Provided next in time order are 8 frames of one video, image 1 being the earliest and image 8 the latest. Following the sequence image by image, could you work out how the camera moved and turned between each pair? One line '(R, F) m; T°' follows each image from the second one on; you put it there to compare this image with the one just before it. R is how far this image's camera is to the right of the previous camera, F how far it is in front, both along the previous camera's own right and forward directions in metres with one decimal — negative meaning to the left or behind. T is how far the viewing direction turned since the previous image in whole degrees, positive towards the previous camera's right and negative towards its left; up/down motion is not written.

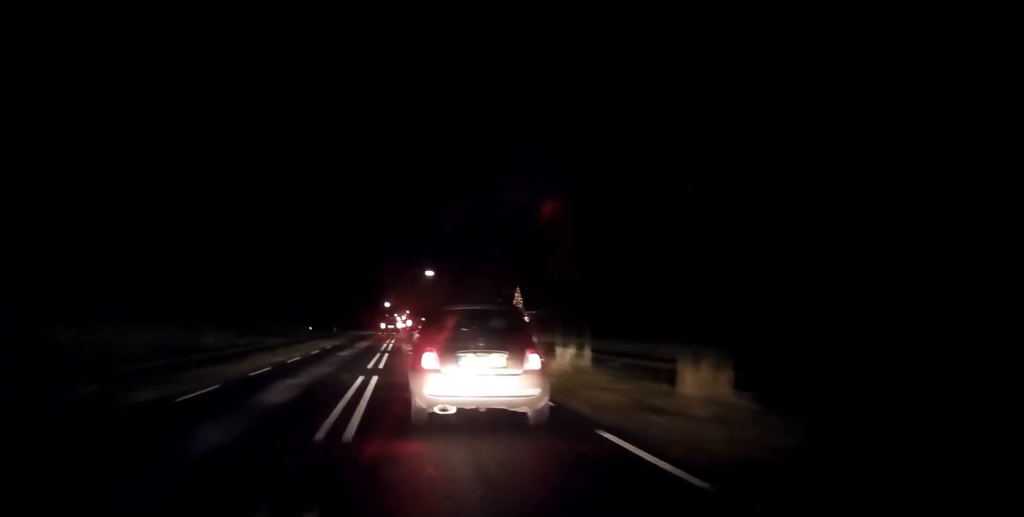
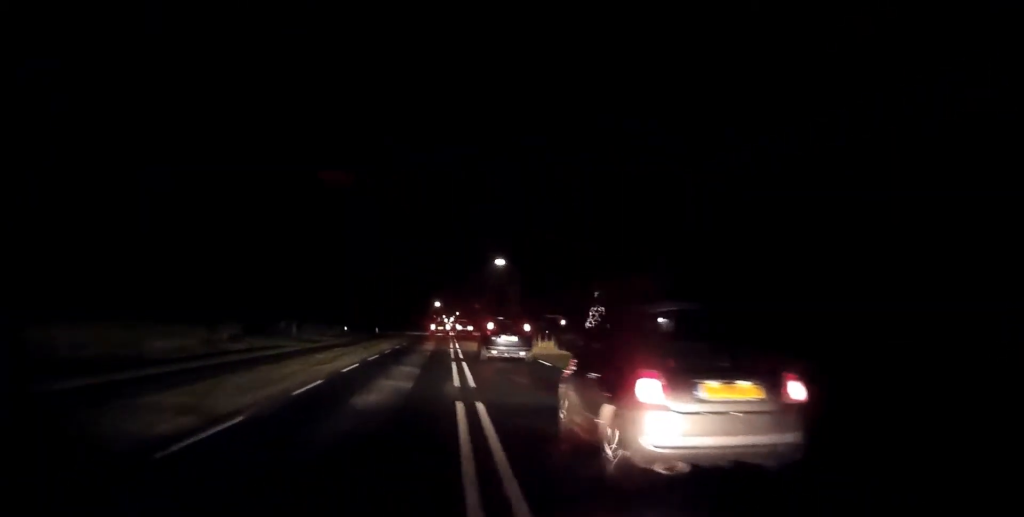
(-0.3, +18.5) m; +1°
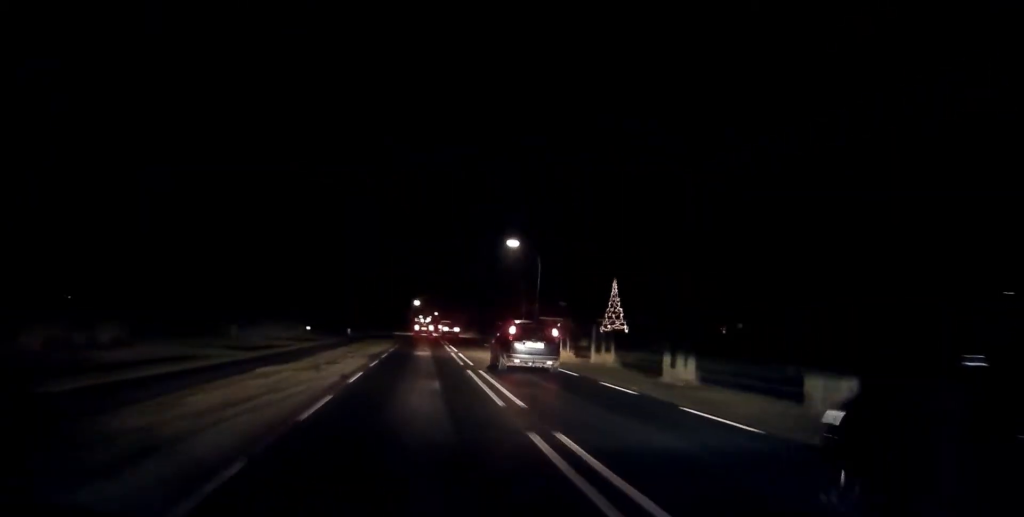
(+0.4, +16.0) m; +2°
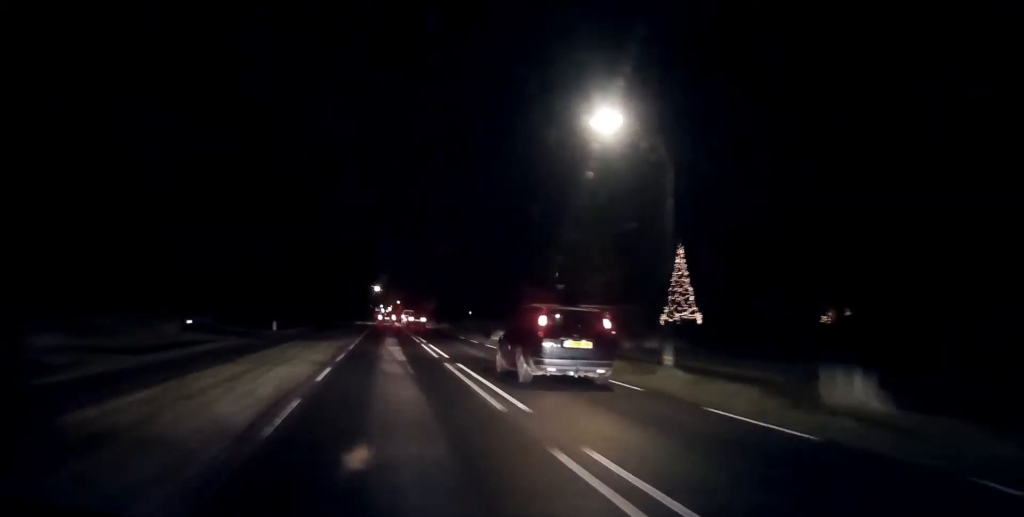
(+0.5, +26.5) m; +1°
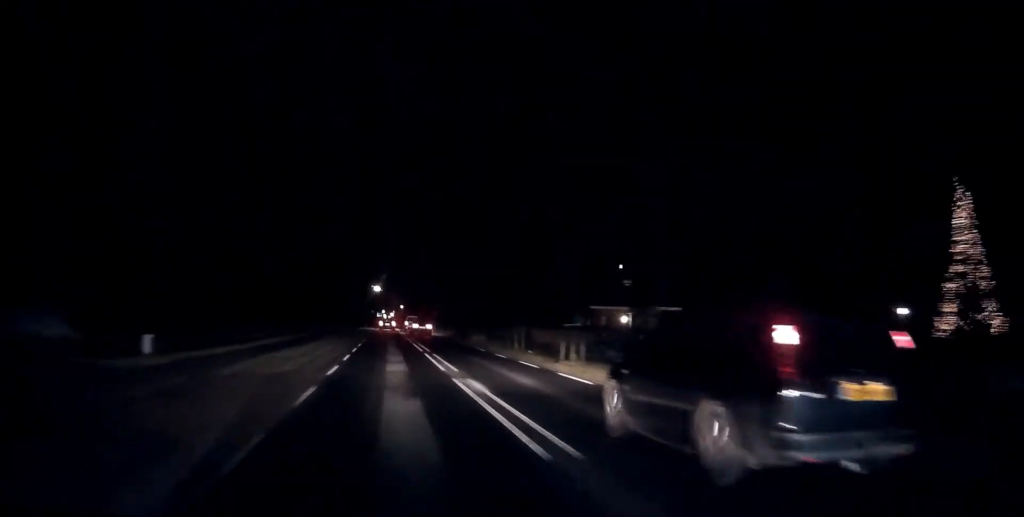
(-0.1, +27.9) m; 0°
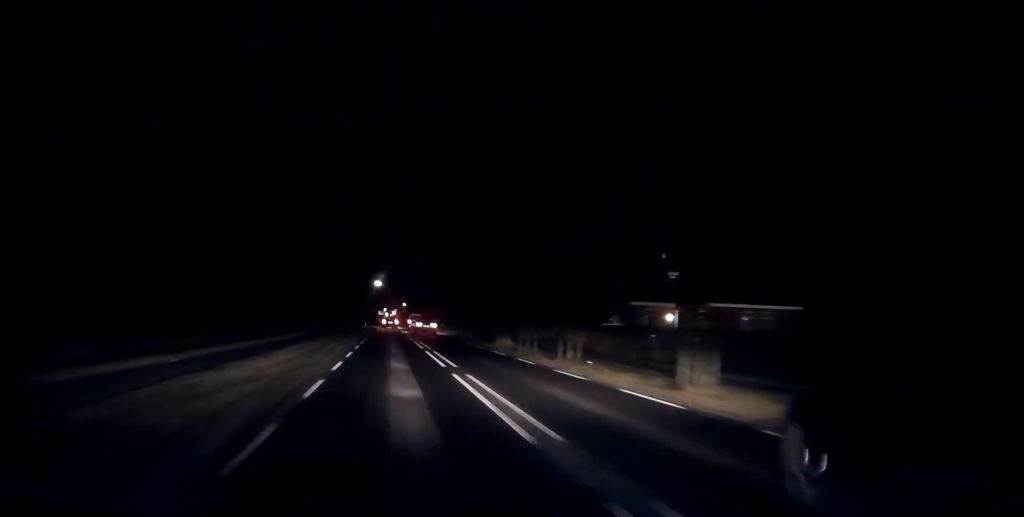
(0.0, +11.5) m; 0°
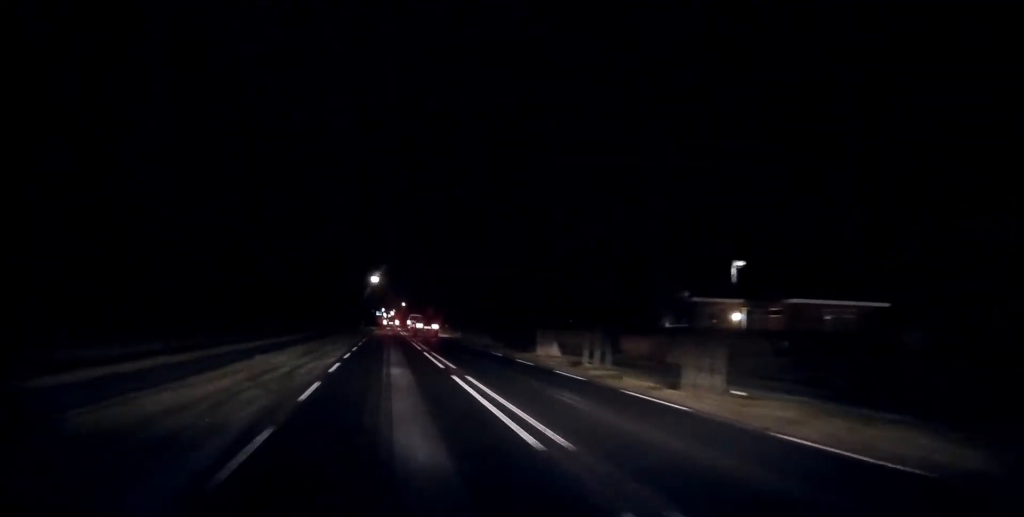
(0.0, +12.8) m; 0°
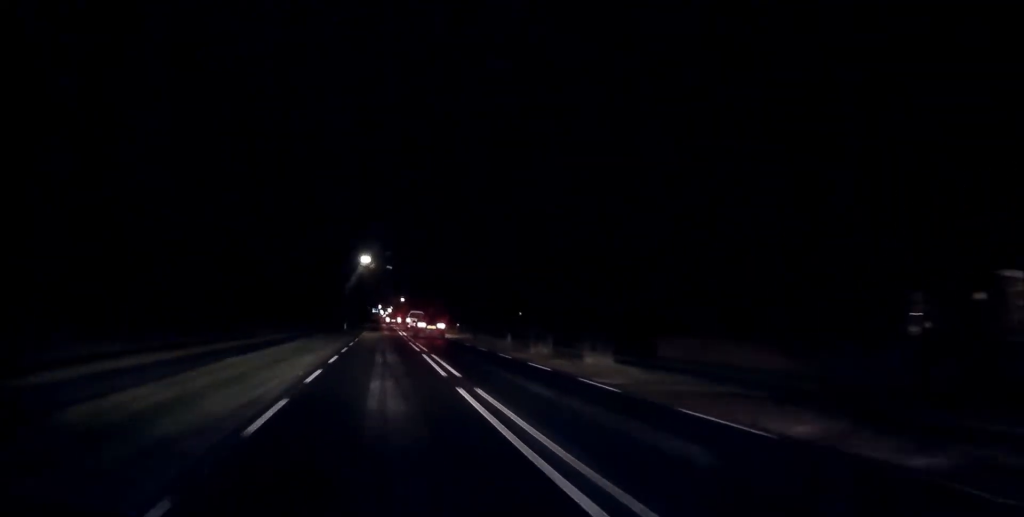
(0.0, +28.4) m; 0°
